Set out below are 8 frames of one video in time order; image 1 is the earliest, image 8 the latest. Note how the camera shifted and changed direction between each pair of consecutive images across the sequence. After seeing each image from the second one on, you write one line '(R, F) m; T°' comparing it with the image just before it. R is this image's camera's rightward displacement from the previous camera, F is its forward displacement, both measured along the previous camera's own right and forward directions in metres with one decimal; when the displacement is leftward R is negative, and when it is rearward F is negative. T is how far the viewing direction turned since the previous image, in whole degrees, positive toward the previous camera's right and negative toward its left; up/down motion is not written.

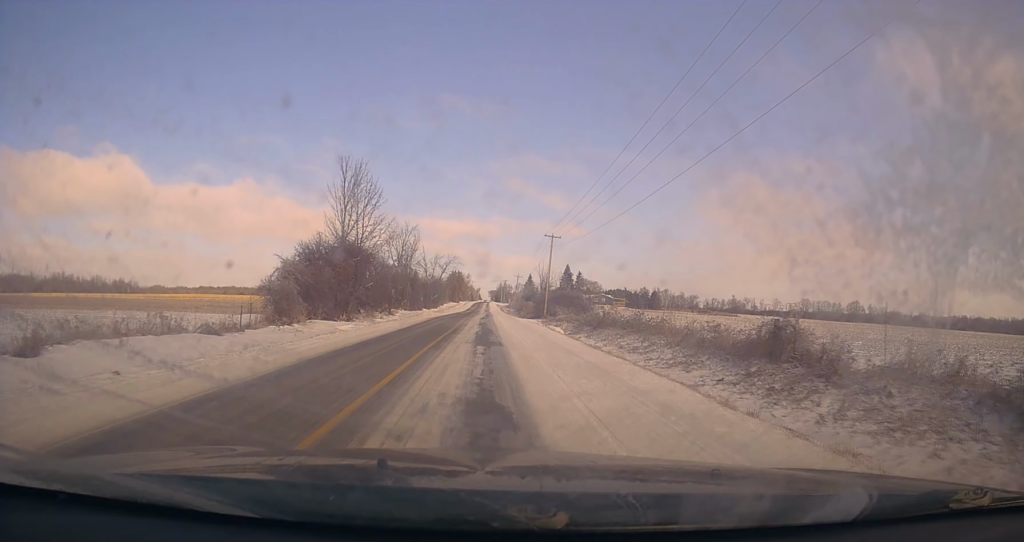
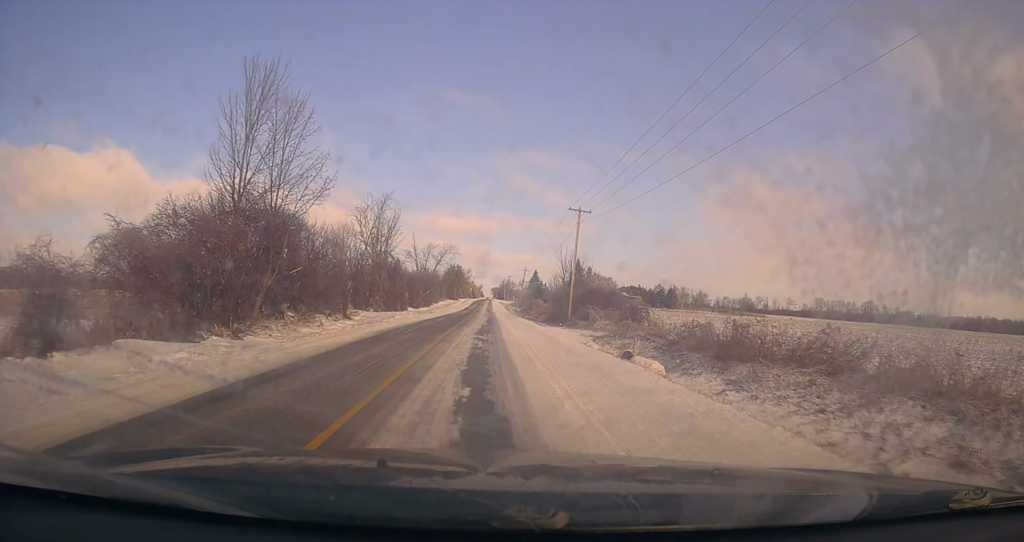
(-0.4, +20.5) m; 0°
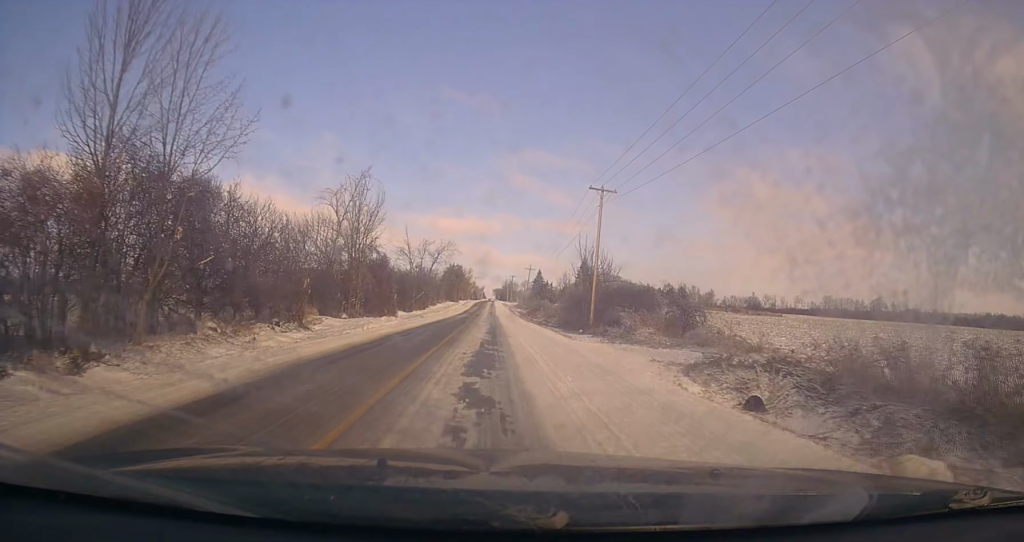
(+0.4, +10.7) m; 0°
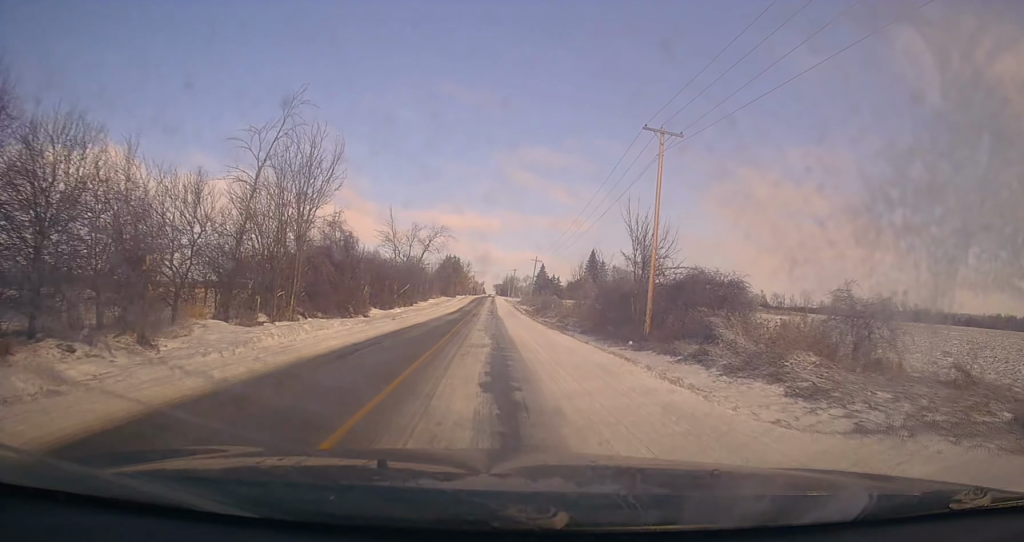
(-0.4, +15.4) m; -1°
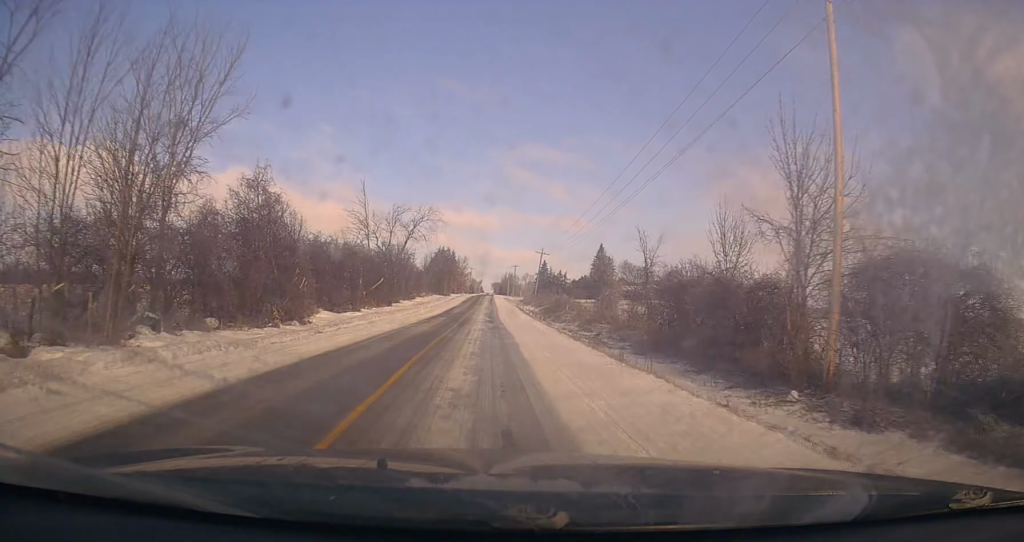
(+0.3, +16.1) m; 0°
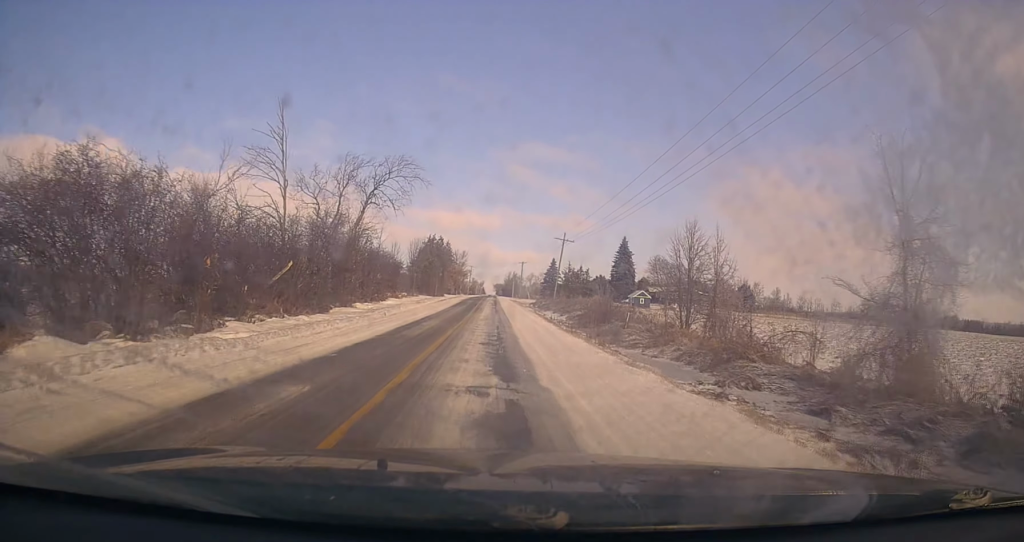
(+0.1, +26.3) m; 0°
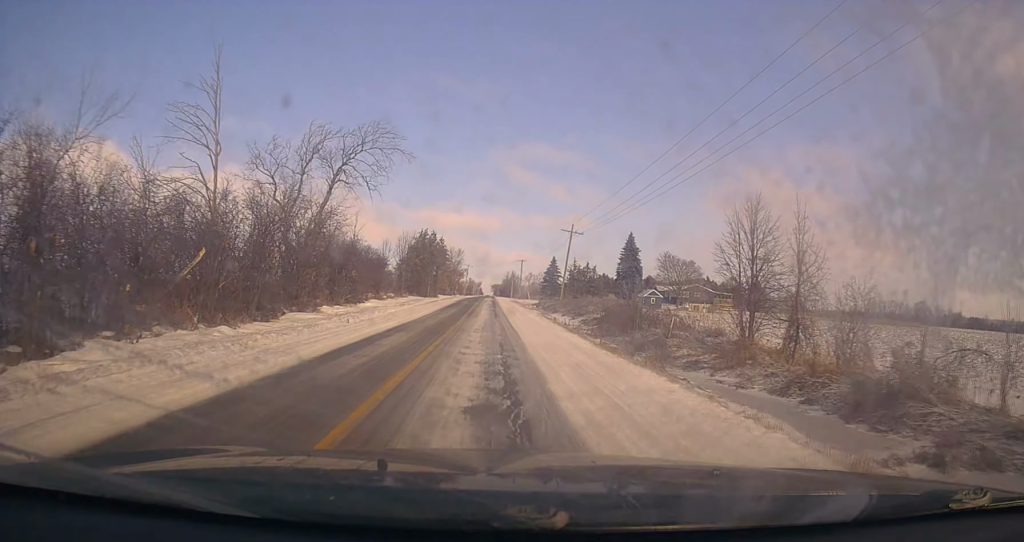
(+0.2, +9.0) m; 0°
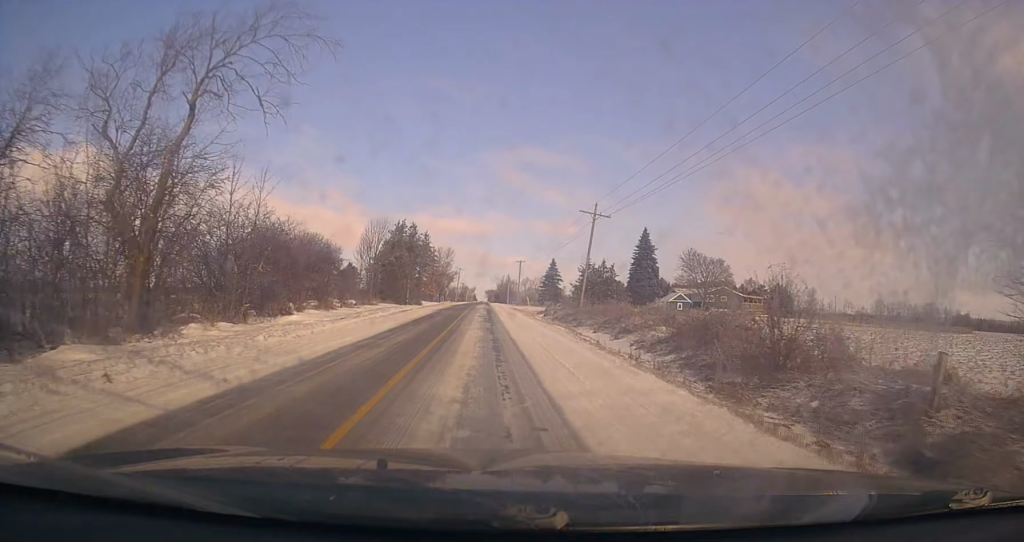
(-0.5, +17.5) m; 0°
